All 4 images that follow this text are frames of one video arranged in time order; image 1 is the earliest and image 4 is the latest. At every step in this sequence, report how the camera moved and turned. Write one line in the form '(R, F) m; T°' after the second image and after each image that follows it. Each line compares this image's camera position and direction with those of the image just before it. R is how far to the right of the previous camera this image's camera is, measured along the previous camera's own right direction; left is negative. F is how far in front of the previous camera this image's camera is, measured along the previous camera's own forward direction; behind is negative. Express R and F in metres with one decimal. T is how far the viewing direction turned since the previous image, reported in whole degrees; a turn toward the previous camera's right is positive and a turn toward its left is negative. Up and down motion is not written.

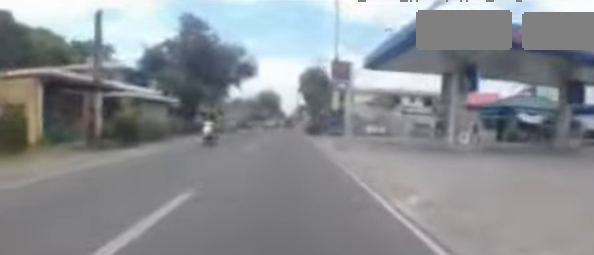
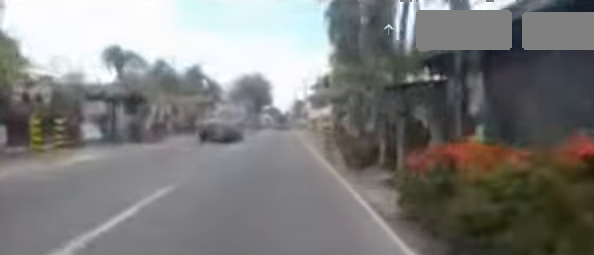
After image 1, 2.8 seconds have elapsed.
(+1.7, +26.0) m; +2°
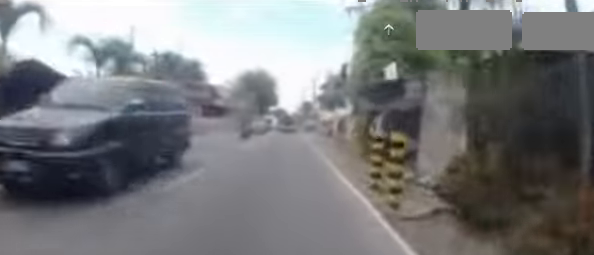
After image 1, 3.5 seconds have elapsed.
(-0.3, +5.9) m; -2°
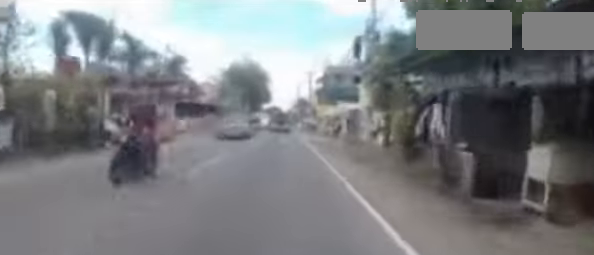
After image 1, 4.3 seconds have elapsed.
(-0.1, +5.9) m; -1°
